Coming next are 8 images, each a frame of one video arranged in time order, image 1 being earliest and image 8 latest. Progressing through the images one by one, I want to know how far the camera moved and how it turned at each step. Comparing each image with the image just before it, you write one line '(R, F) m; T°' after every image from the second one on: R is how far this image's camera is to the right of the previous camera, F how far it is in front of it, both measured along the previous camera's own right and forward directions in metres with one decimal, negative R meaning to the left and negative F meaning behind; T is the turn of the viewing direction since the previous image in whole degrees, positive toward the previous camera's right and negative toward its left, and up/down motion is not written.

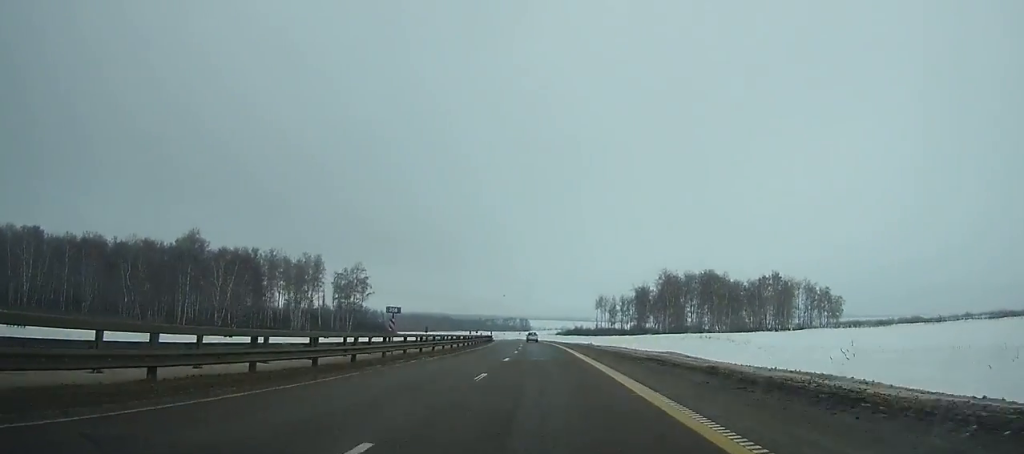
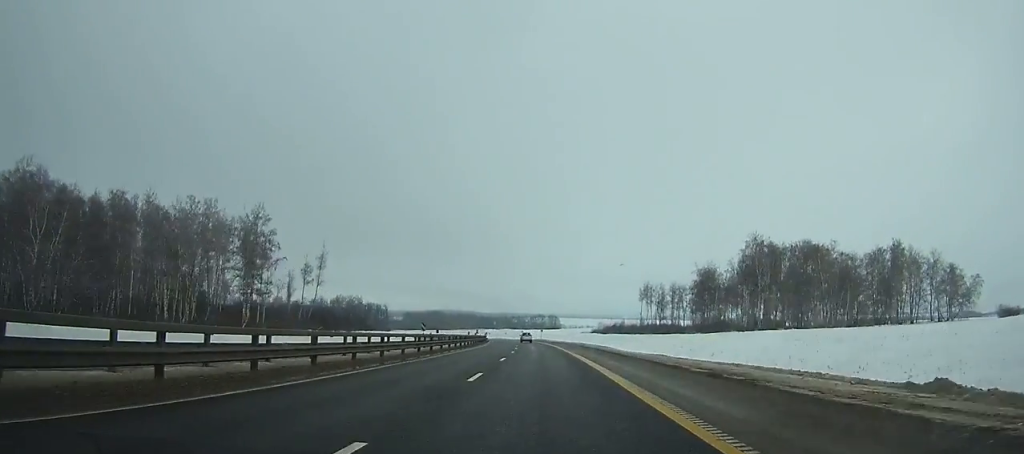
(-2.1, +72.1) m; -3°
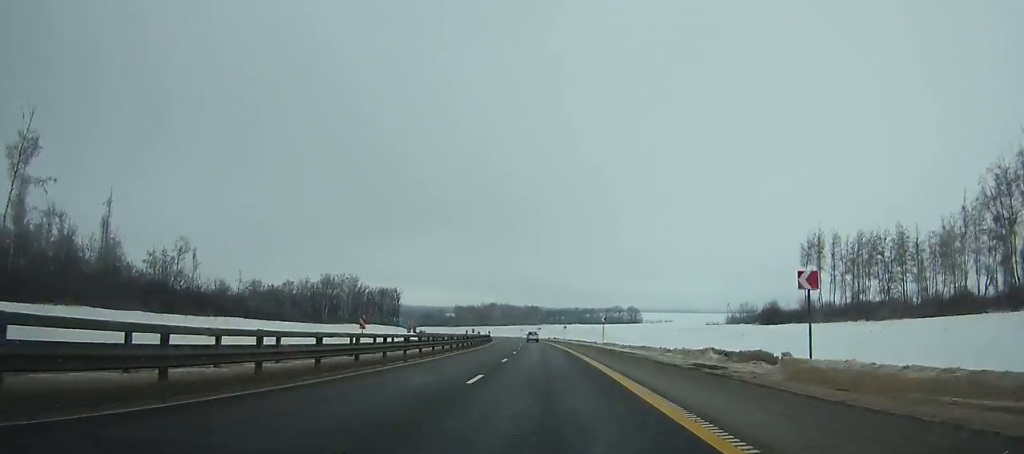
(-6.4, +131.6) m; -7°
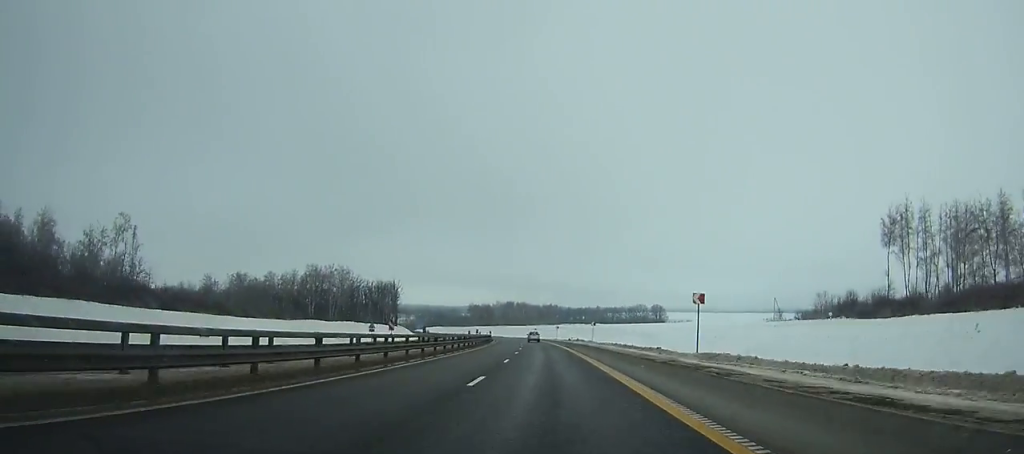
(-1.4, +37.1) m; -2°
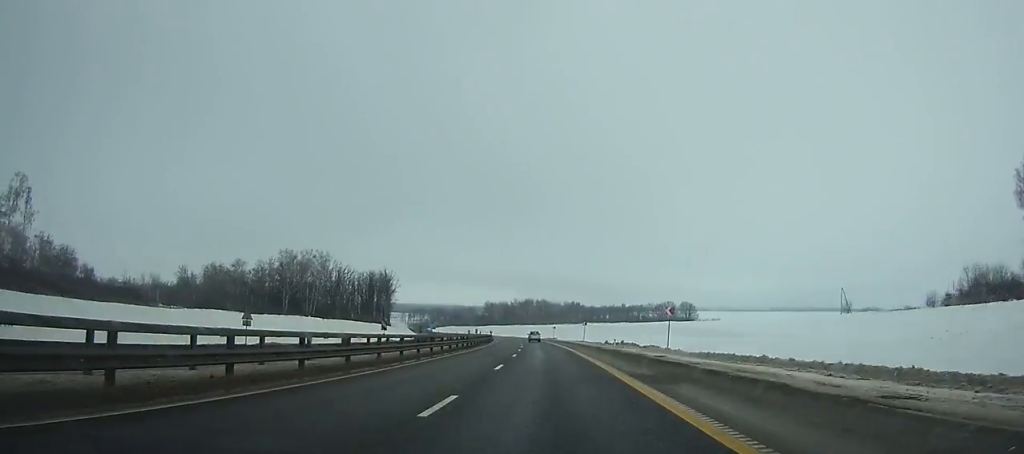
(-0.2, +40.0) m; -2°
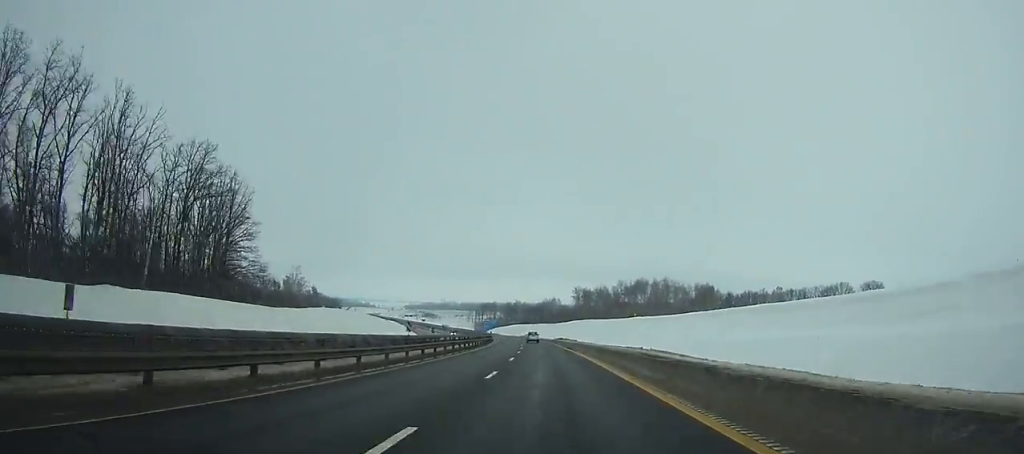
(-17.1, +193.6) m; -10°
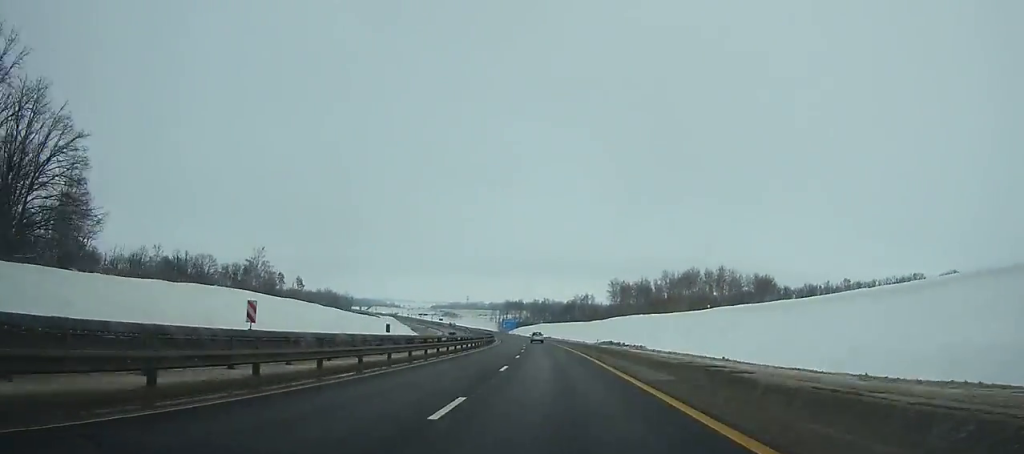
(-1.1, +54.7) m; -2°
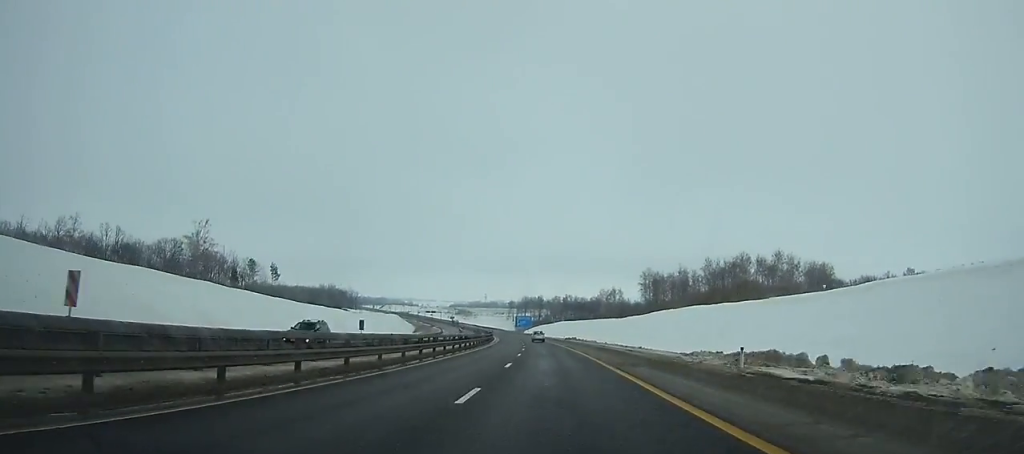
(-1.1, +46.3) m; -2°
